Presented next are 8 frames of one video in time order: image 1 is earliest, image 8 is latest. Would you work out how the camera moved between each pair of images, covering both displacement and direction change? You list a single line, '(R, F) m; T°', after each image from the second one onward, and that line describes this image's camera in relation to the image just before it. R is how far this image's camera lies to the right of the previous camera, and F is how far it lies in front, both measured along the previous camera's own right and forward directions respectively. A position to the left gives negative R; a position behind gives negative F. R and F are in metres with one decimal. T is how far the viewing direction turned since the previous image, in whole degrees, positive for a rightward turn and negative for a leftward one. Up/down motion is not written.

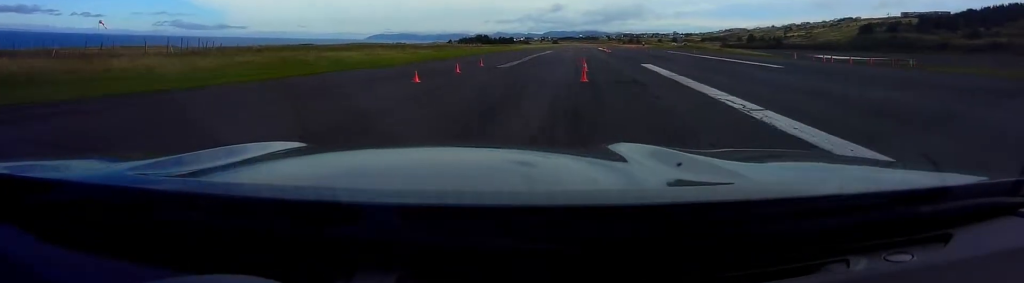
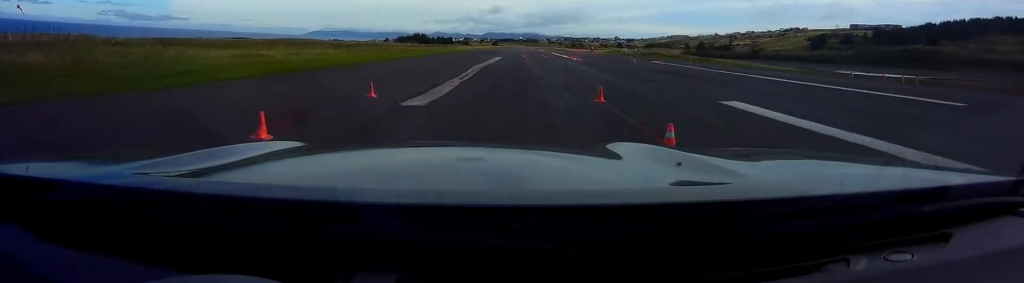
(+0.8, +13.7) m; +7°
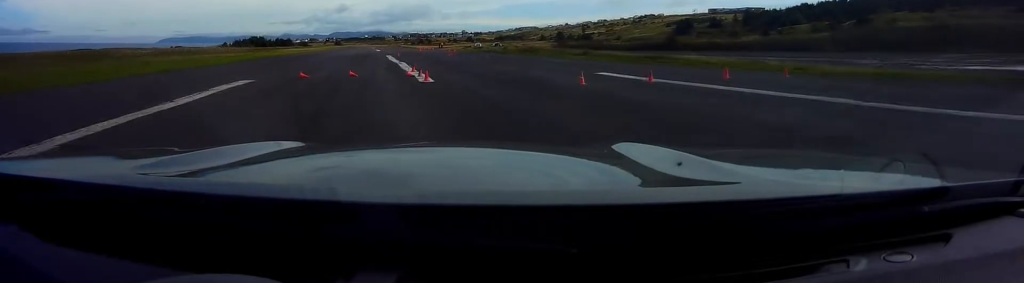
(+2.1, +23.4) m; +7°
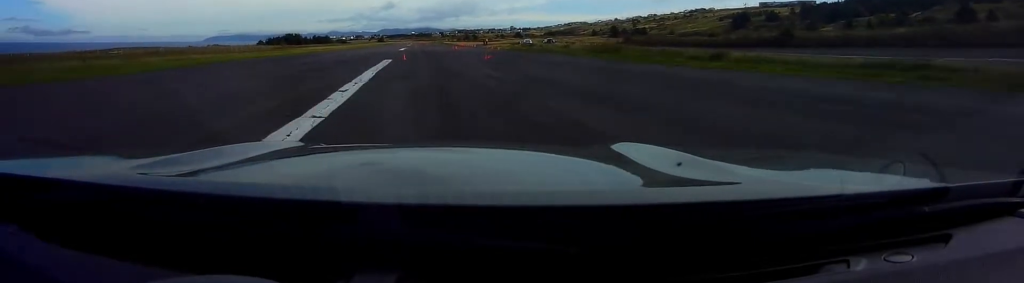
(0.0, +16.7) m; -2°
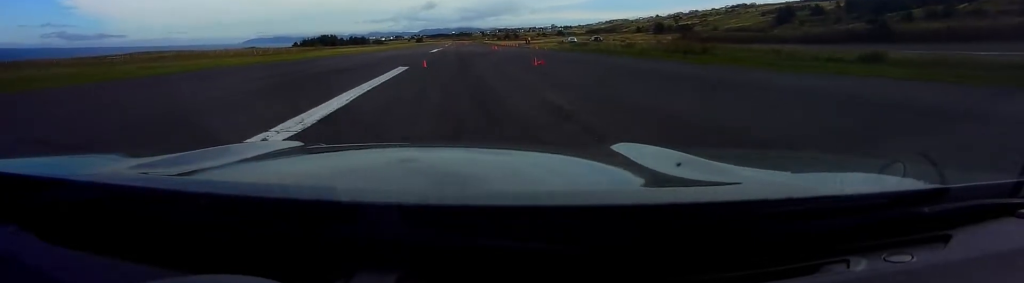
(-0.3, +7.9) m; 0°
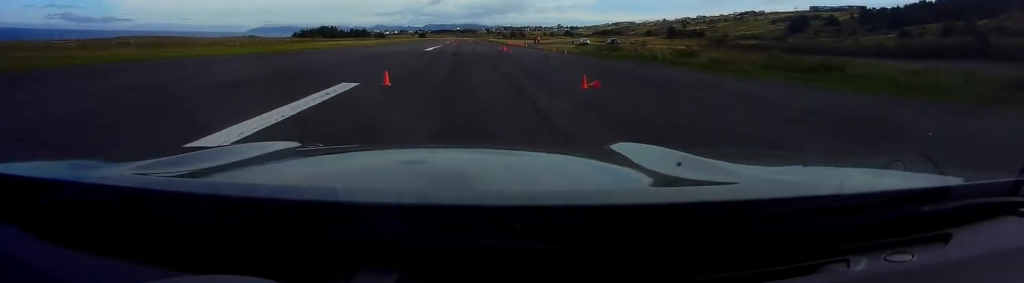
(-0.4, +10.1) m; 0°
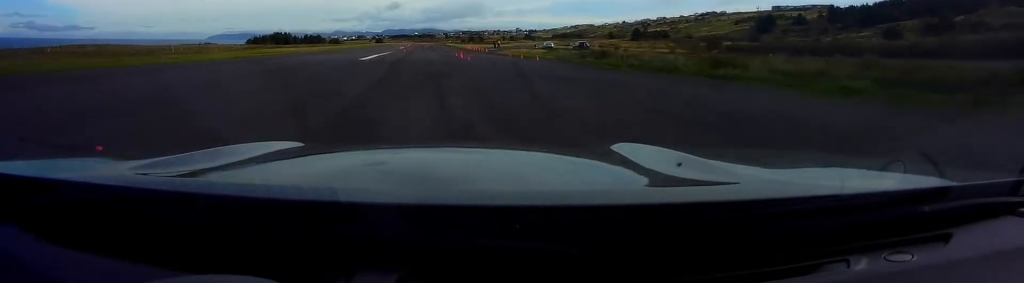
(+0.3, +8.3) m; +1°
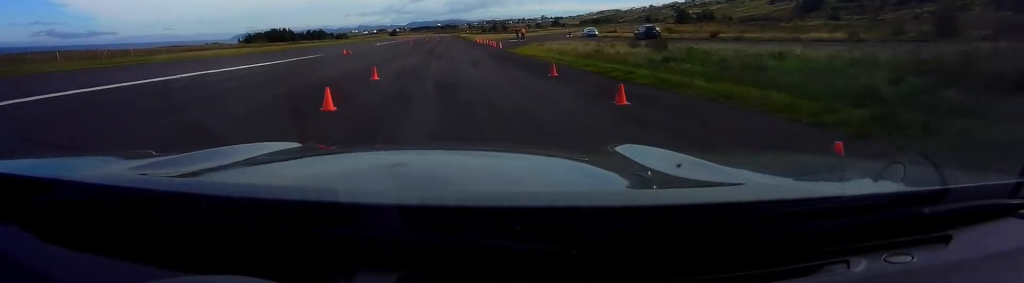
(+0.5, +30.4) m; -3°
